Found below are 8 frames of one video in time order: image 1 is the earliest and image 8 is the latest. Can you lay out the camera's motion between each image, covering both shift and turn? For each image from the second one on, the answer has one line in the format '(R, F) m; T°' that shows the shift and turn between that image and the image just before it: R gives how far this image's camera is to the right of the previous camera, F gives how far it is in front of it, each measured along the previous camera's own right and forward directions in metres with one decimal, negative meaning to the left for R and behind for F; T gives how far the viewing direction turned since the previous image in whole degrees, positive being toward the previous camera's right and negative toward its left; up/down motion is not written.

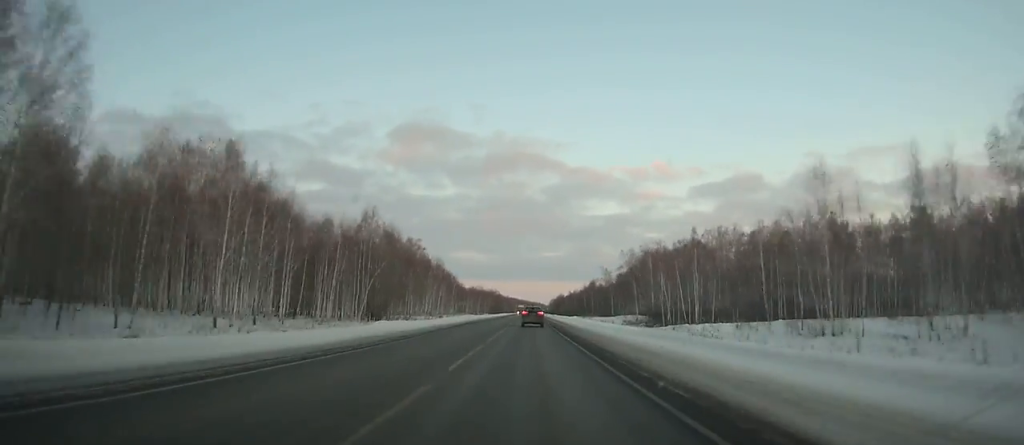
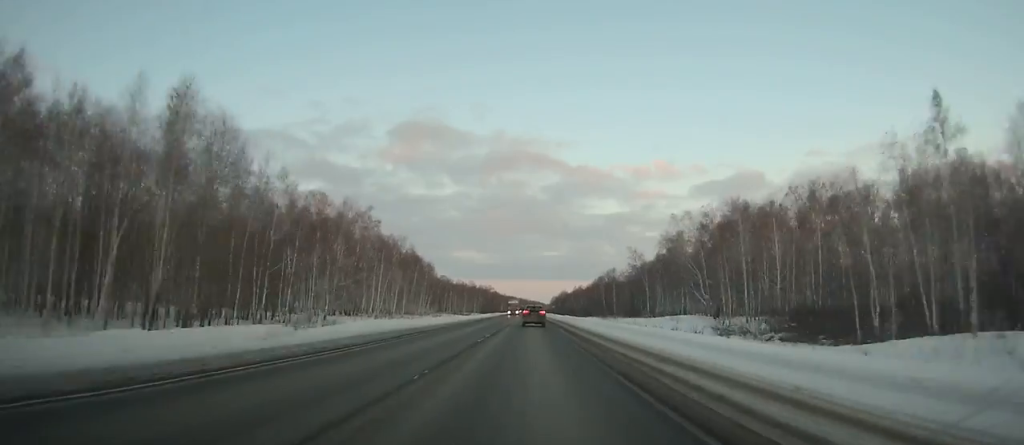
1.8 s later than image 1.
(0.0, +54.6) m; 0°
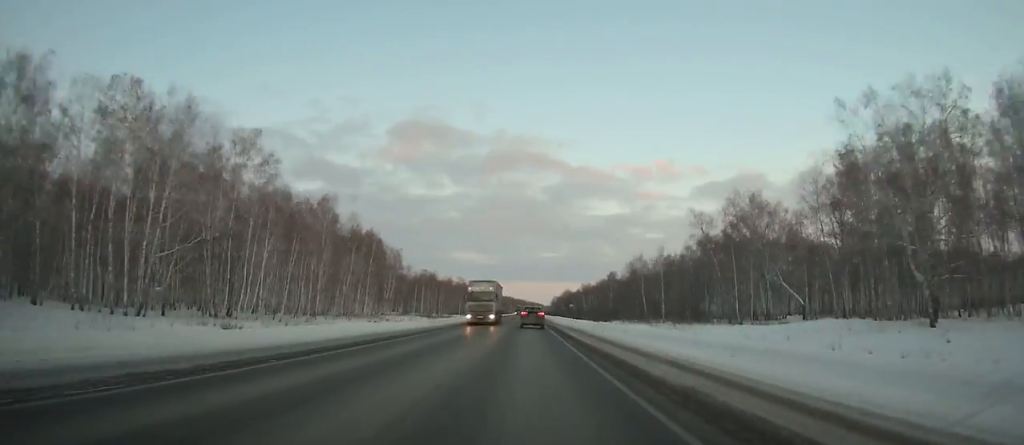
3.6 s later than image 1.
(+0.2, +54.3) m; 0°
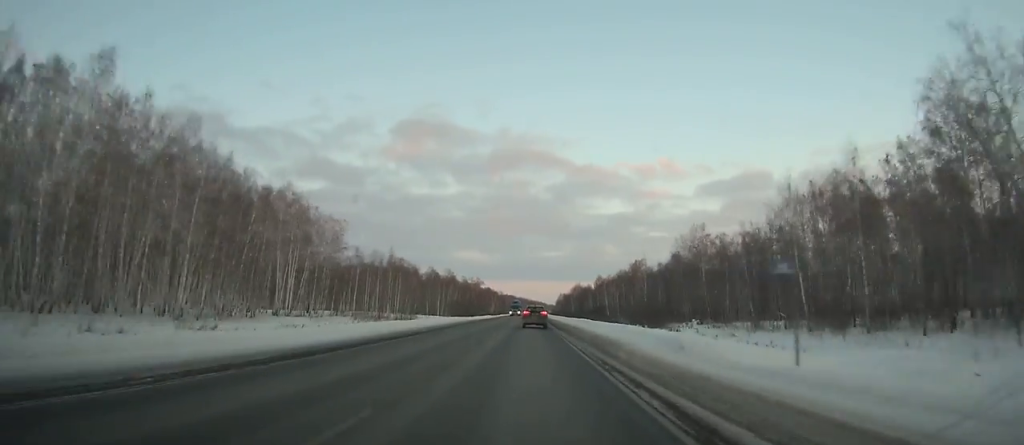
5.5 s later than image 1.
(0.0, +56.7) m; 0°
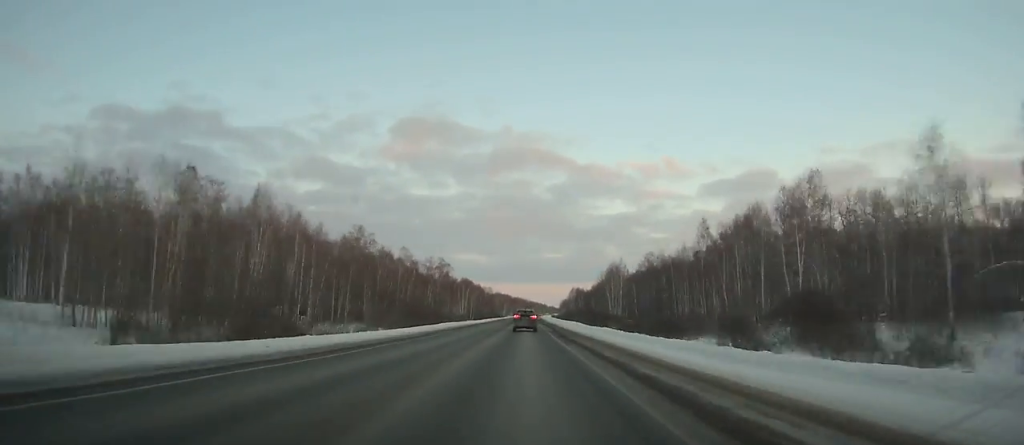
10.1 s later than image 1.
(-0.2, +136.3) m; 0°
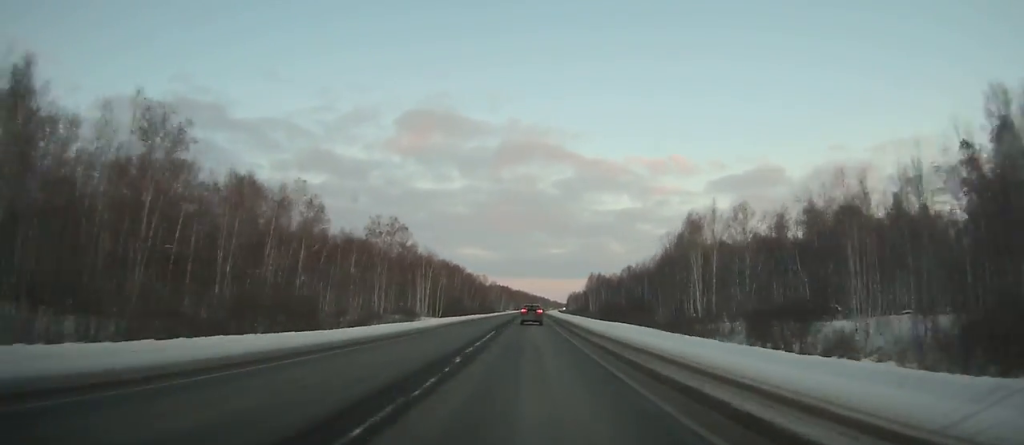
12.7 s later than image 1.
(-0.1, +76.7) m; 0°
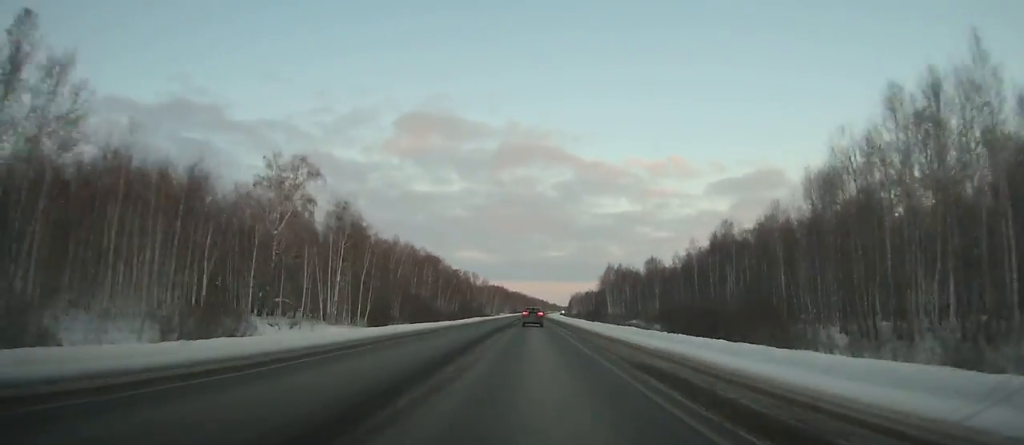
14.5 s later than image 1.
(+0.2, +53.1) m; 0°
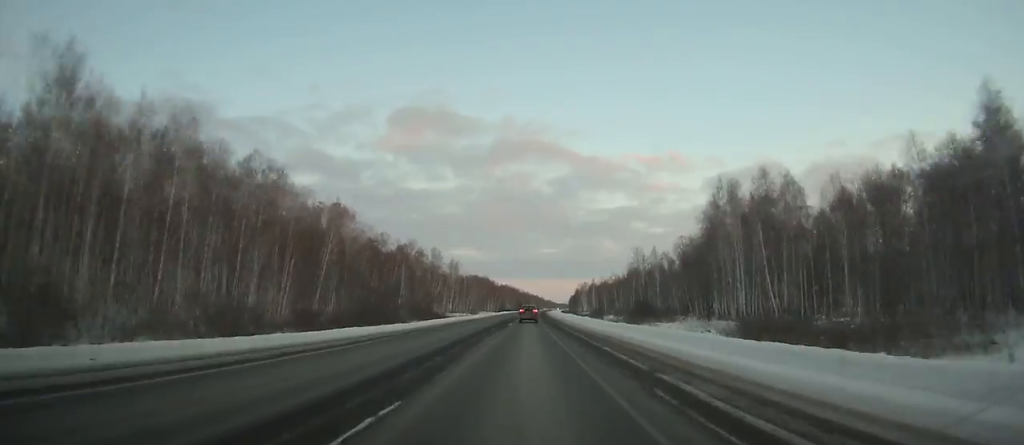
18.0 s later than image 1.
(+0.3, +103.6) m; 0°
